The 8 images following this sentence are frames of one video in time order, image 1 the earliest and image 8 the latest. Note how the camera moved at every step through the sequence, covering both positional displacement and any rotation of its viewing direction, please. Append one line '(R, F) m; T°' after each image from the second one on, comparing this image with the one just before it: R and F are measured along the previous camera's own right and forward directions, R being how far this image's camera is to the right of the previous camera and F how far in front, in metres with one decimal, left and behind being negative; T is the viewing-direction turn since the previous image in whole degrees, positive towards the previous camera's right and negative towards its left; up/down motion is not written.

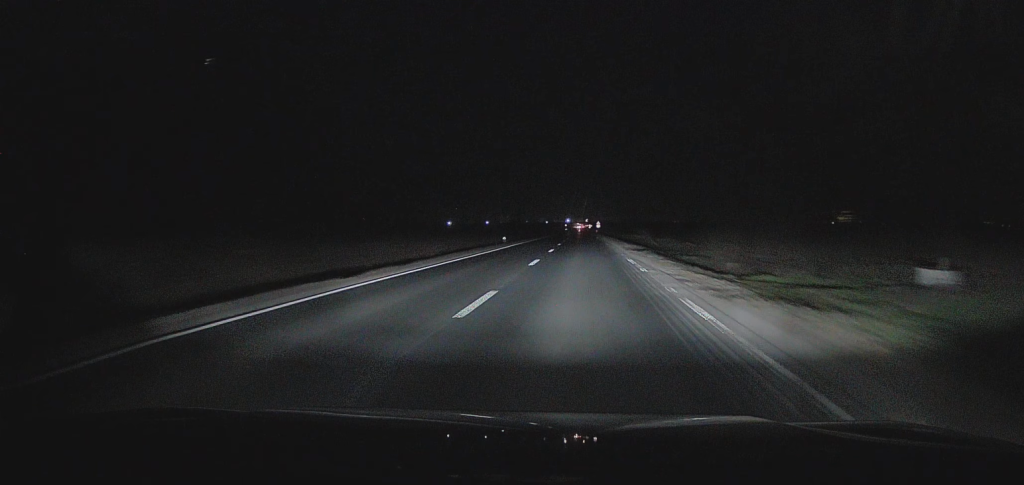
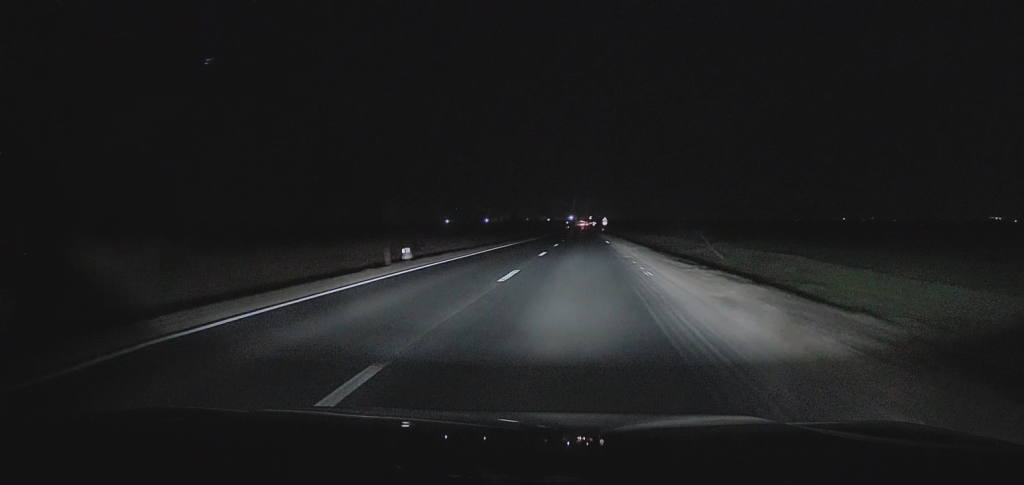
(-0.1, +30.4) m; -1°
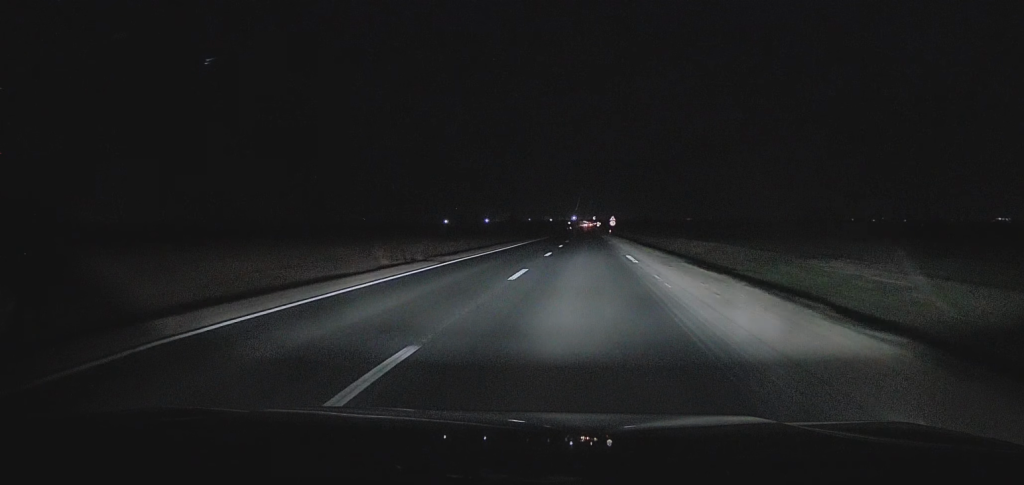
(-0.1, +22.9) m; 0°
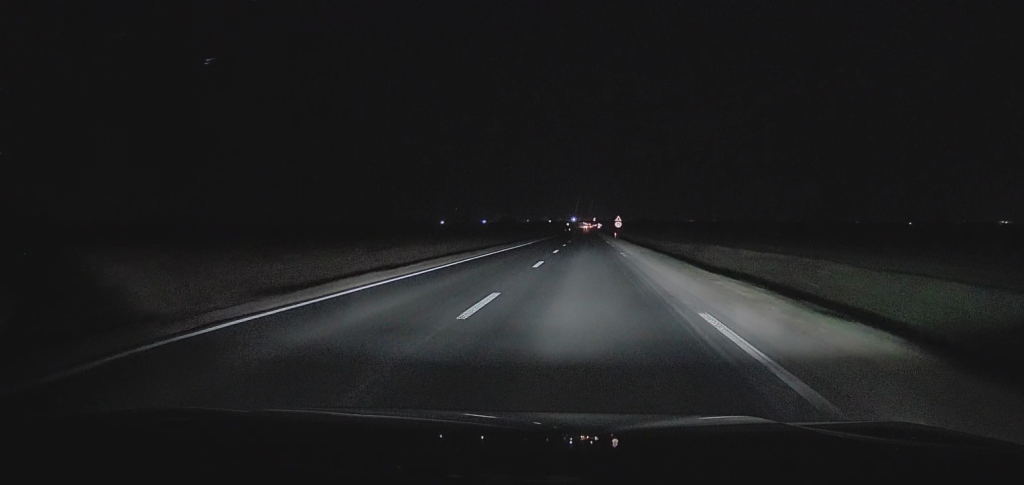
(0.0, +18.1) m; 0°
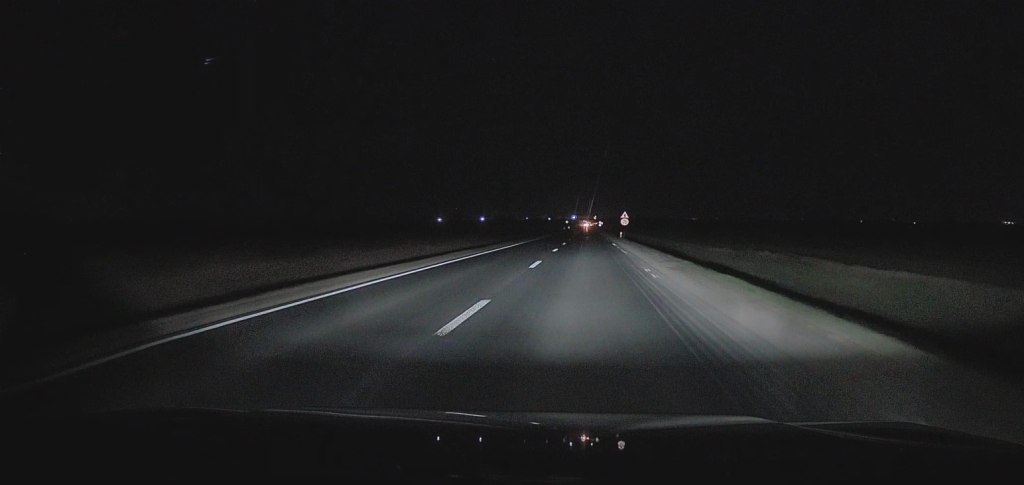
(0.0, +13.5) m; 0°
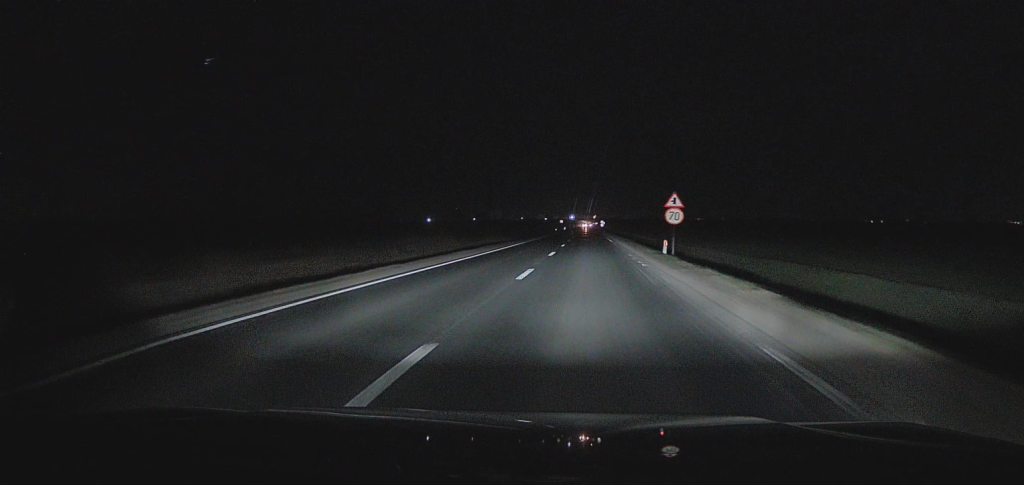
(+0.4, +40.1) m; +1°
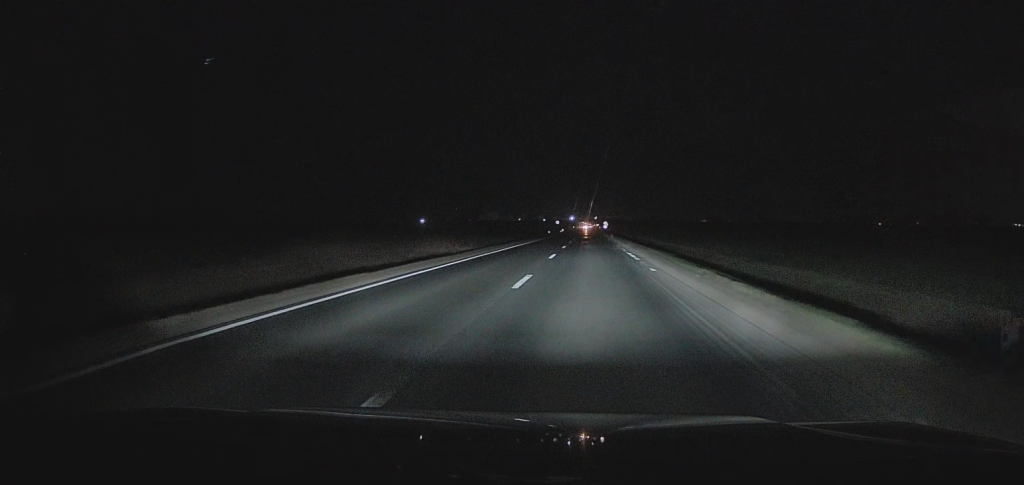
(-0.4, +25.7) m; -1°
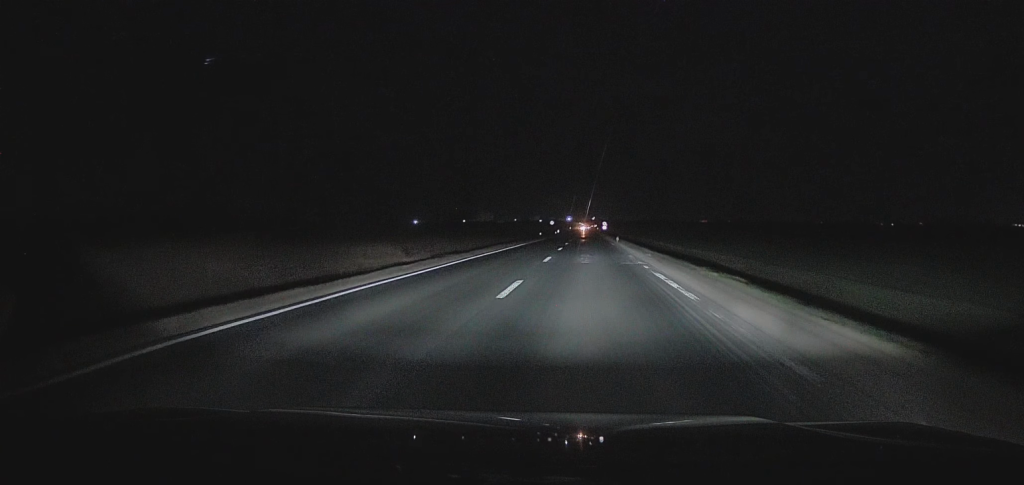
(0.0, +13.9) m; 0°
